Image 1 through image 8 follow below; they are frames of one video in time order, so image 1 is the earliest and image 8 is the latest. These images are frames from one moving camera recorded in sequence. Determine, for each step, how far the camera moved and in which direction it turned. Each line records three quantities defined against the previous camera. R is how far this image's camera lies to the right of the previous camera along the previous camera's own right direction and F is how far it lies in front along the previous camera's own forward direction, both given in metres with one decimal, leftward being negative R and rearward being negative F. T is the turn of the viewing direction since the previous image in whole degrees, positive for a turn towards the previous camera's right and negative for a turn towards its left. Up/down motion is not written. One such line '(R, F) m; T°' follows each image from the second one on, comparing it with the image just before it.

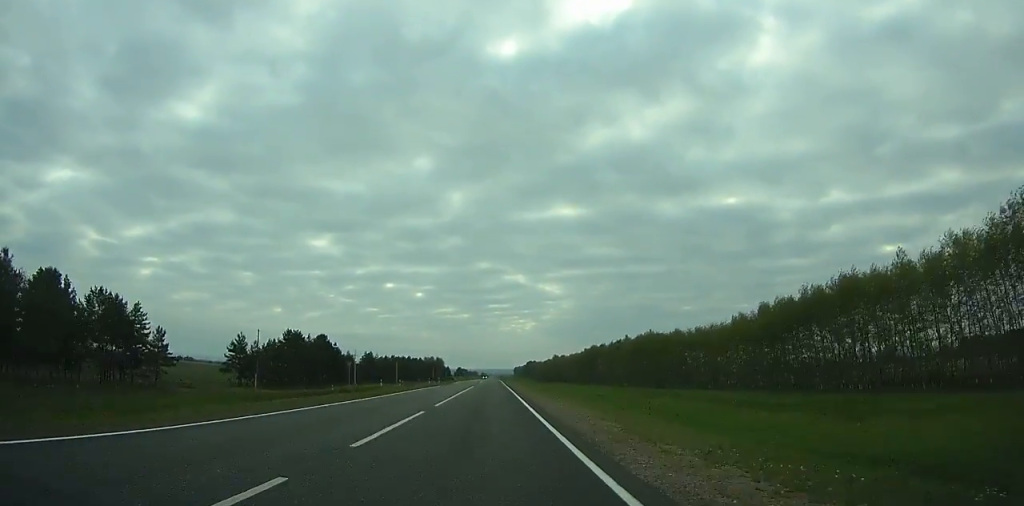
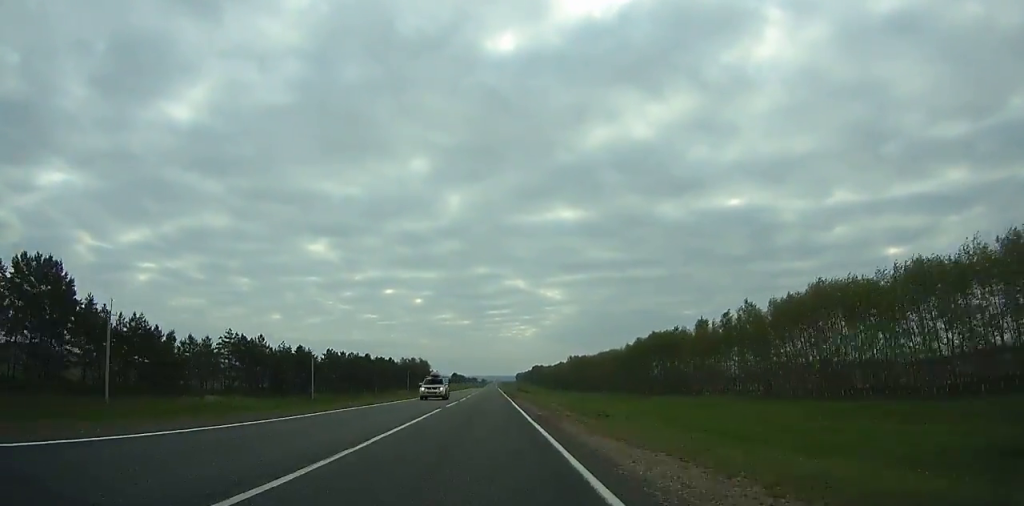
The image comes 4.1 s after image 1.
(-0.1, +100.5) m; 0°
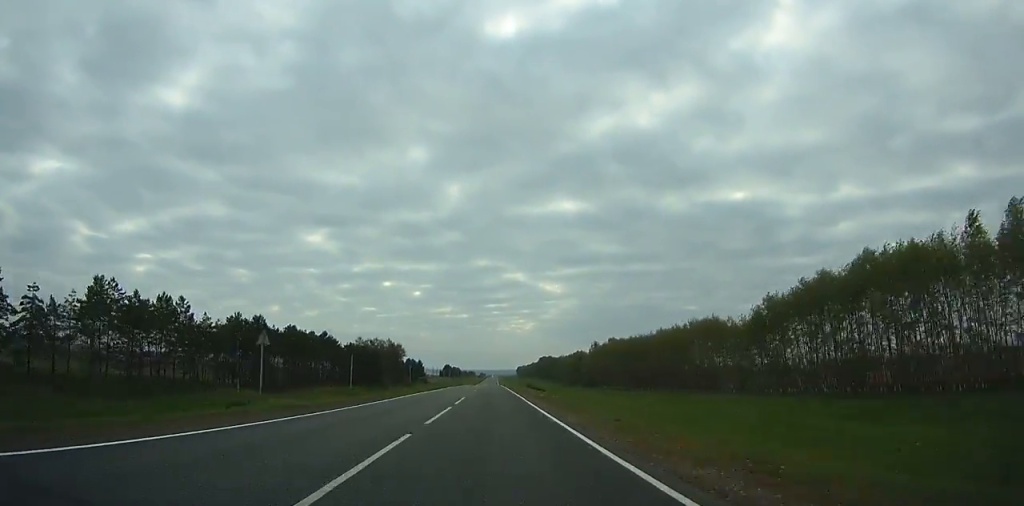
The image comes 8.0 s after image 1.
(-0.1, +97.1) m; 0°
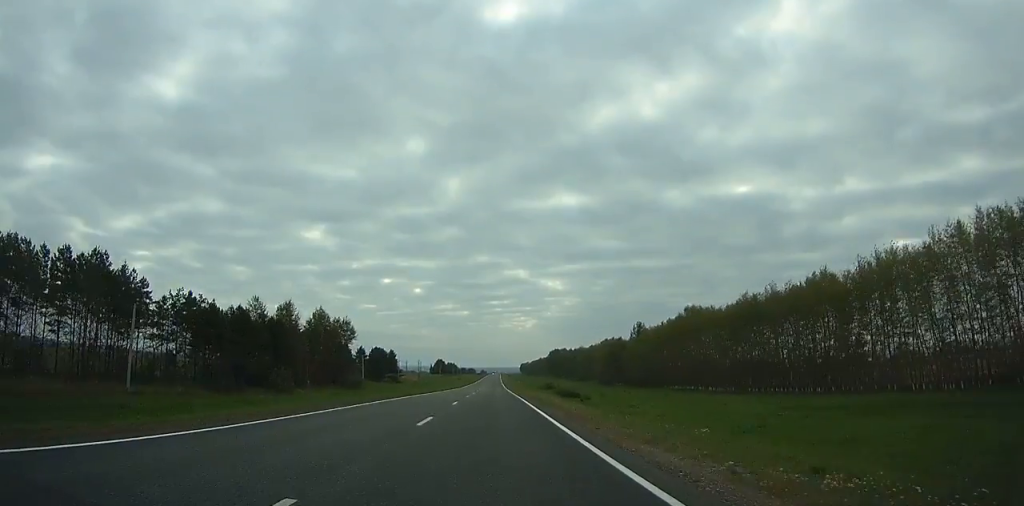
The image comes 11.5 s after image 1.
(+0.3, +89.2) m; 0°
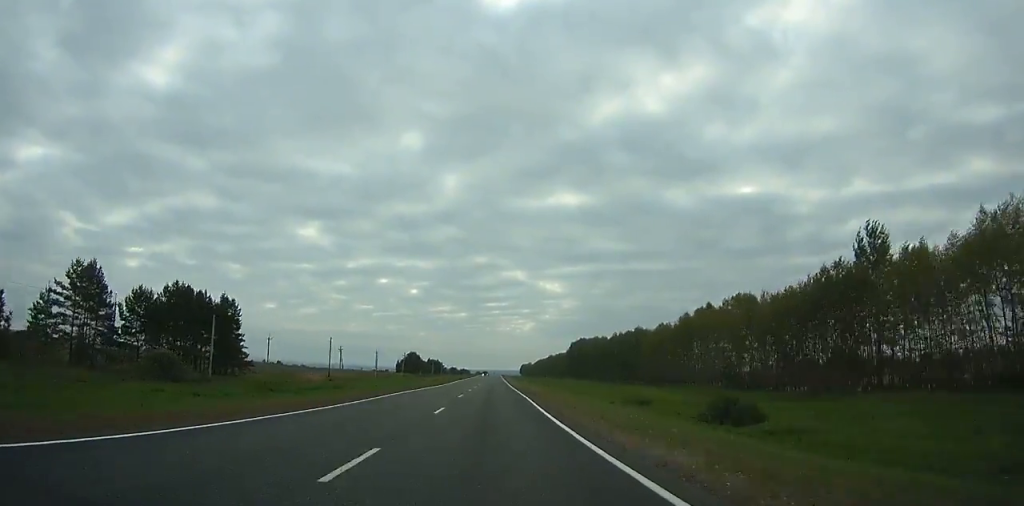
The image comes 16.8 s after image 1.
(+0.3, +138.8) m; 0°
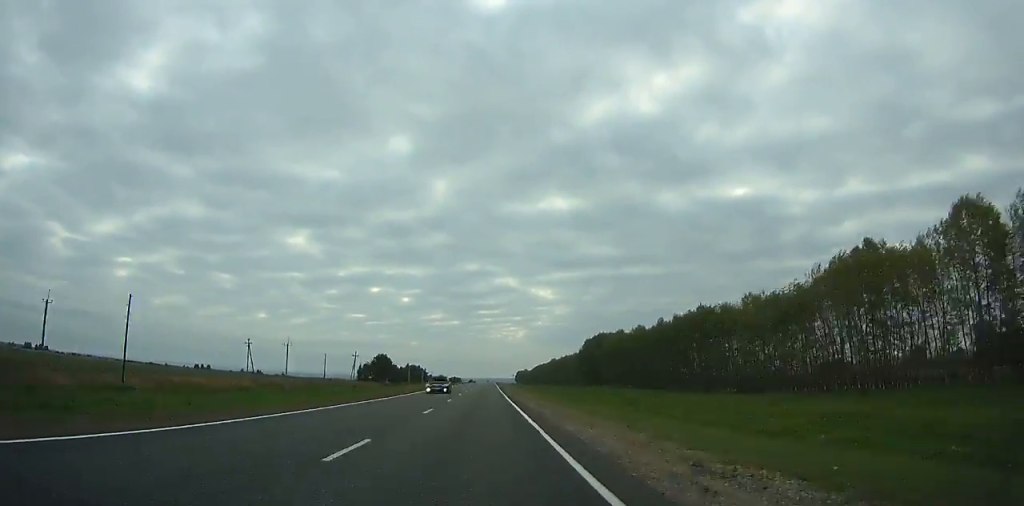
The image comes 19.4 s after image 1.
(+0.1, +69.0) m; 0°
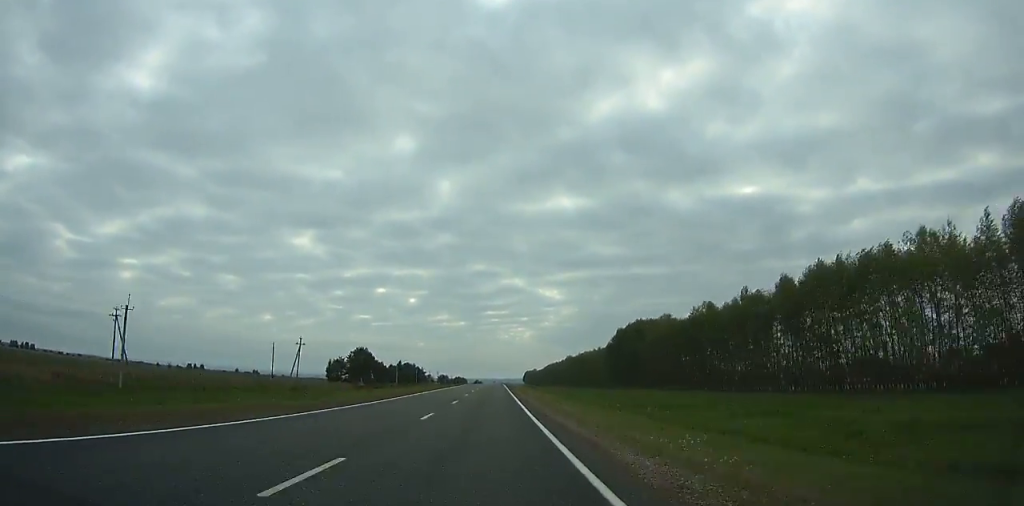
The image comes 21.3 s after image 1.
(0.0, +50.6) m; 0°
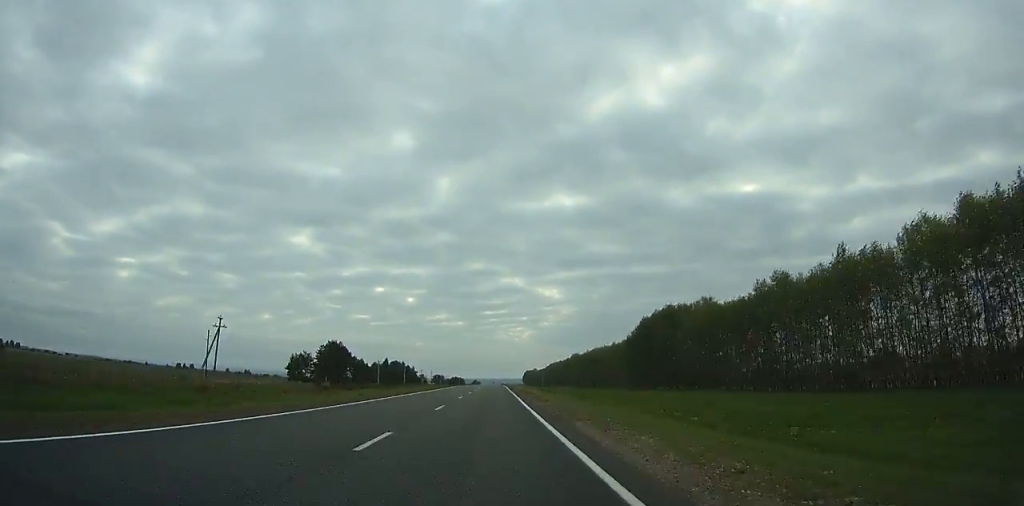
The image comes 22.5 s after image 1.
(0.0, +31.9) m; 0°
